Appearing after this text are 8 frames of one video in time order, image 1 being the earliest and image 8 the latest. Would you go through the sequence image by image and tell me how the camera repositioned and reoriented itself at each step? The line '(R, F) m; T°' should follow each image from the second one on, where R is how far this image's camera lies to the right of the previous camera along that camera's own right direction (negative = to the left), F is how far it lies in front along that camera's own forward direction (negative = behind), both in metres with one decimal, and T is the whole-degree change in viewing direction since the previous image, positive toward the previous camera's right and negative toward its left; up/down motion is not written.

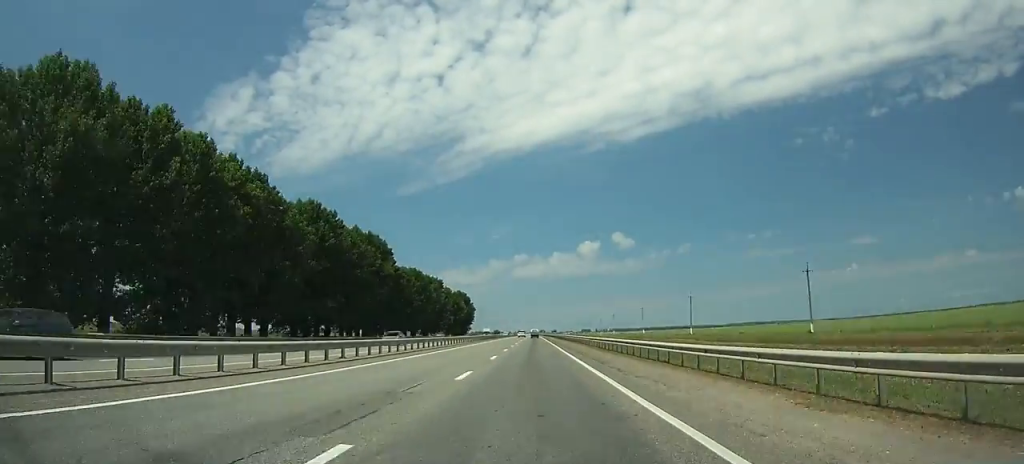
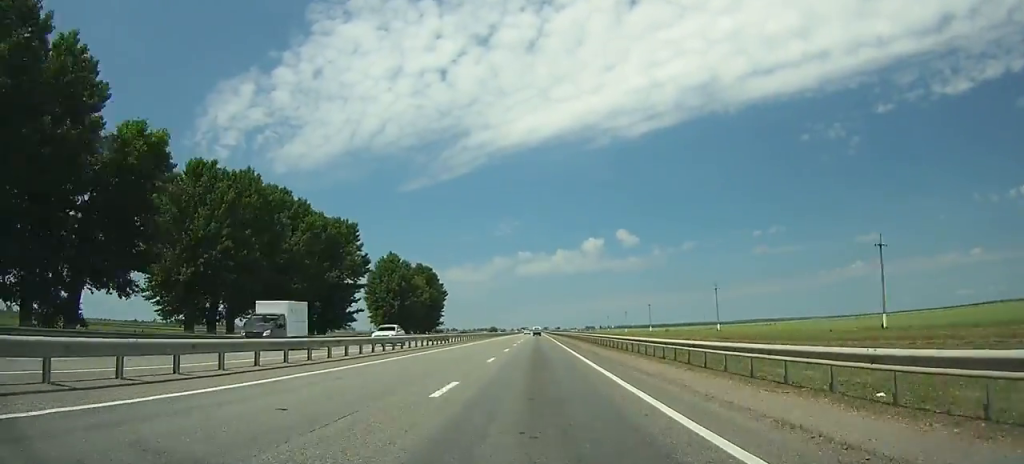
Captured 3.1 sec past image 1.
(+0.1, +77.2) m; 0°
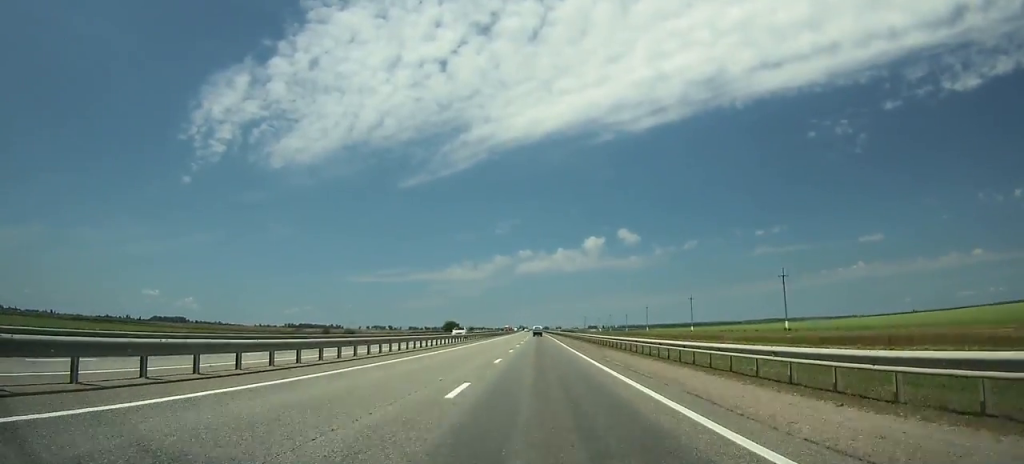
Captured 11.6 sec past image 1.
(+0.4, +214.6) m; 0°
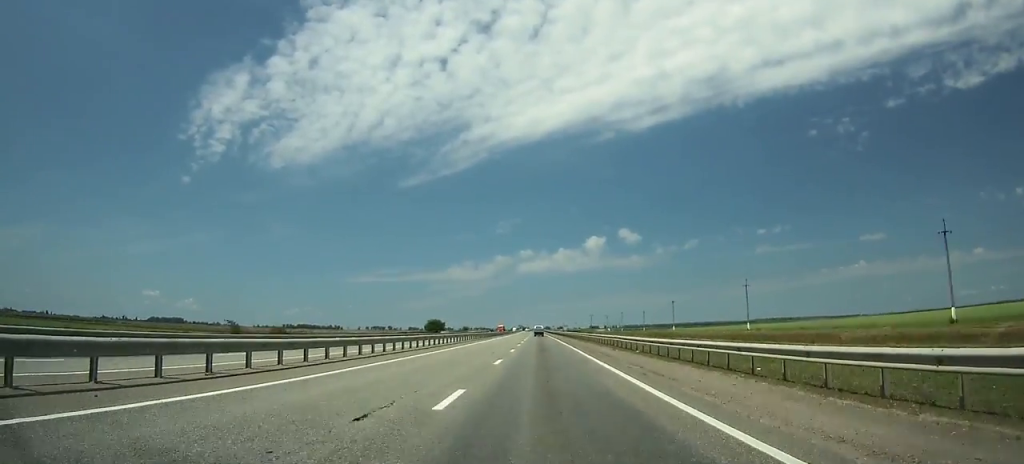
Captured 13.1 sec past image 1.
(-0.1, +38.1) m; 0°
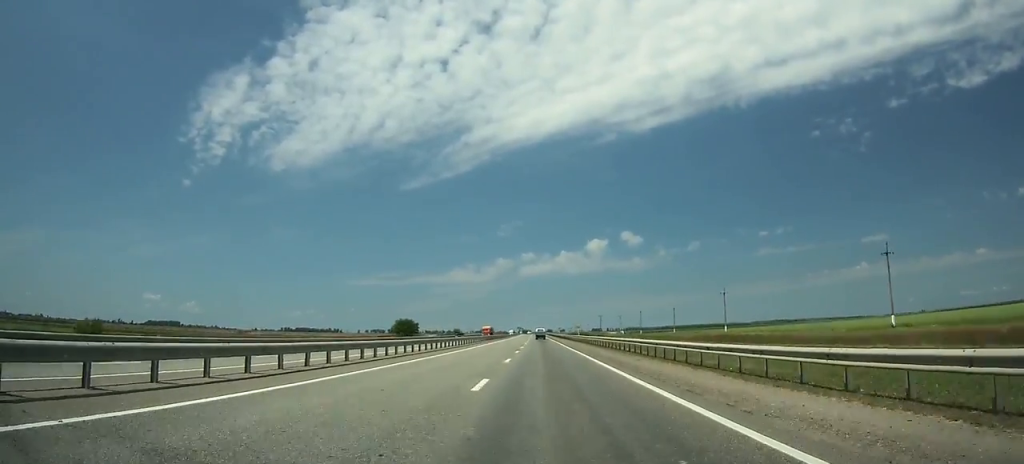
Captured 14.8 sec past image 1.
(-0.1, +43.2) m; 0°
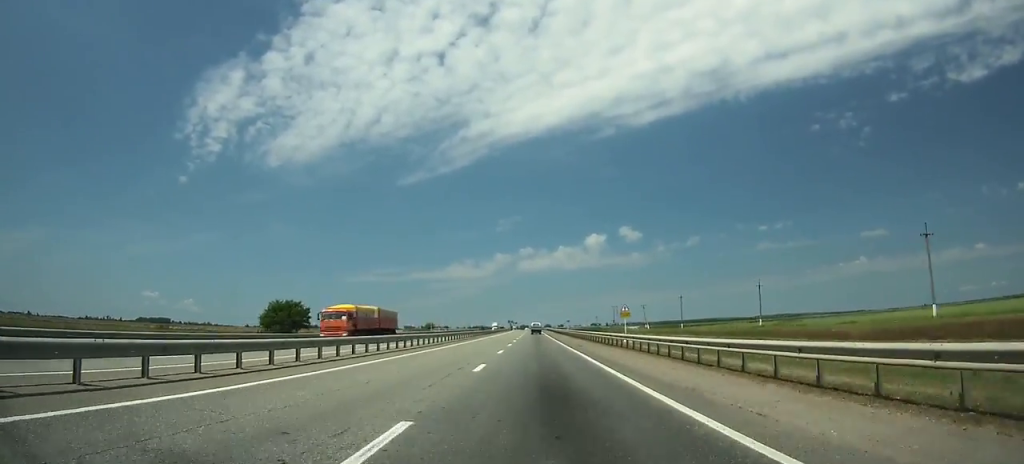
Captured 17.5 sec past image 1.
(-0.1, +68.3) m; 0°
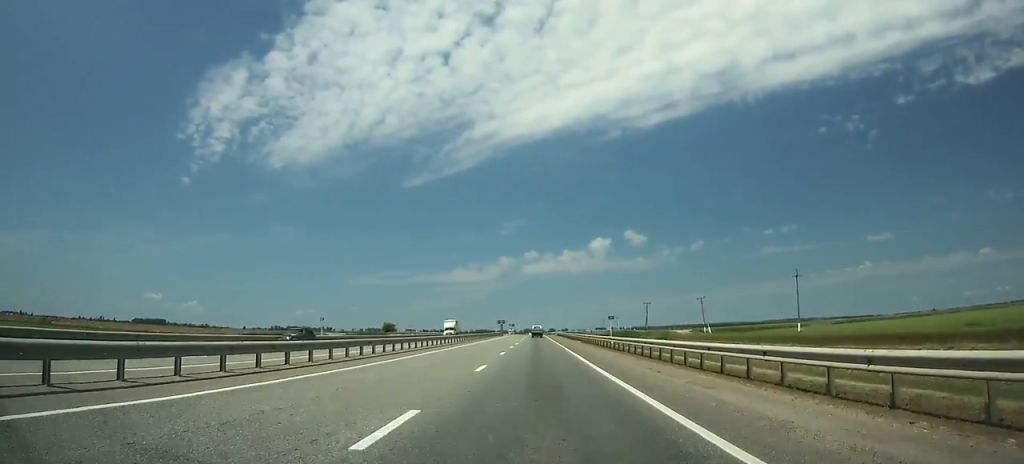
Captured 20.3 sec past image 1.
(-0.2, +70.4) m; 0°
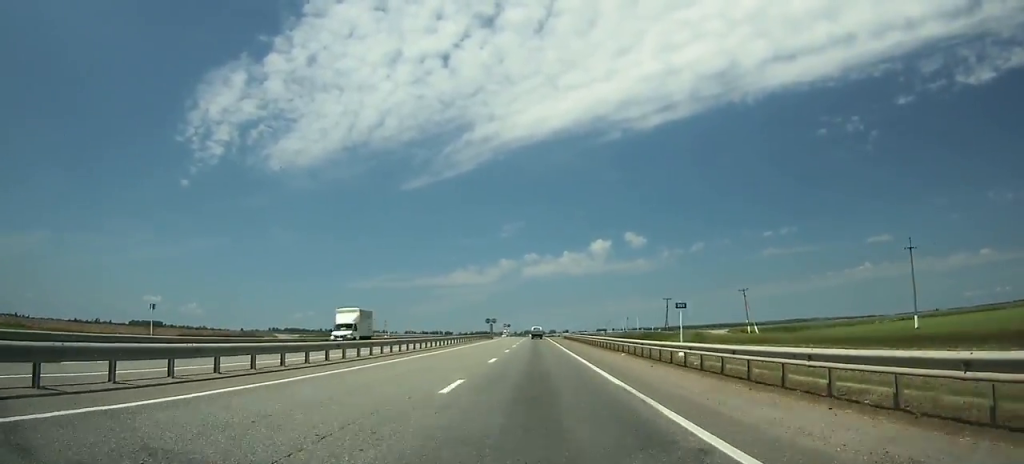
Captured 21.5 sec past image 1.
(0.0, +30.0) m; 0°
